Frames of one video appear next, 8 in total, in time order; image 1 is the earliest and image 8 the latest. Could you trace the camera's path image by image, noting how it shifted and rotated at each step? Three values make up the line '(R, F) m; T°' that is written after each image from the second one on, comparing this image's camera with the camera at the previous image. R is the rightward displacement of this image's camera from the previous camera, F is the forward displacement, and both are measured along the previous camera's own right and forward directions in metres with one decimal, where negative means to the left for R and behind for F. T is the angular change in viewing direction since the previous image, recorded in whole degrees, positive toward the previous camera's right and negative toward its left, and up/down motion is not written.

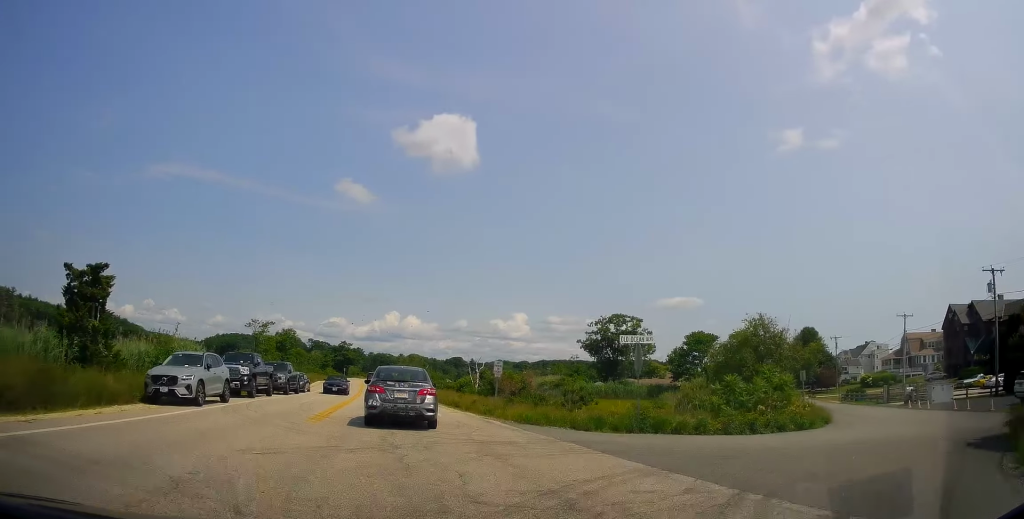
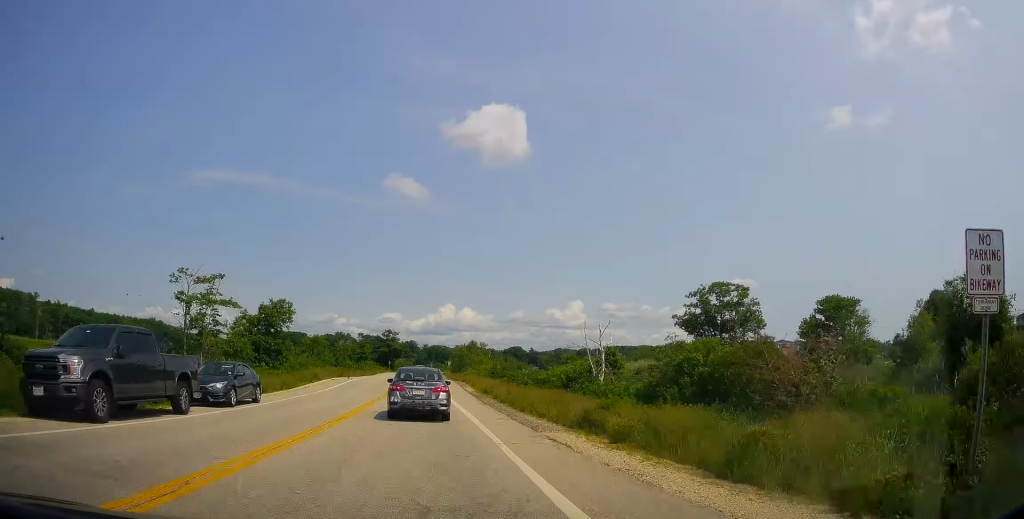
(-0.4, +23.6) m; -2°
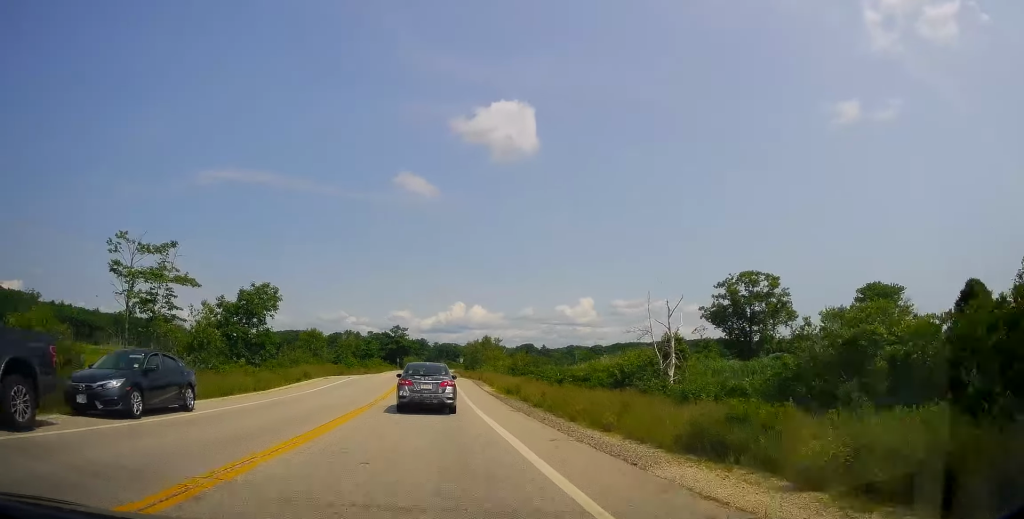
(0.0, +6.9) m; -1°
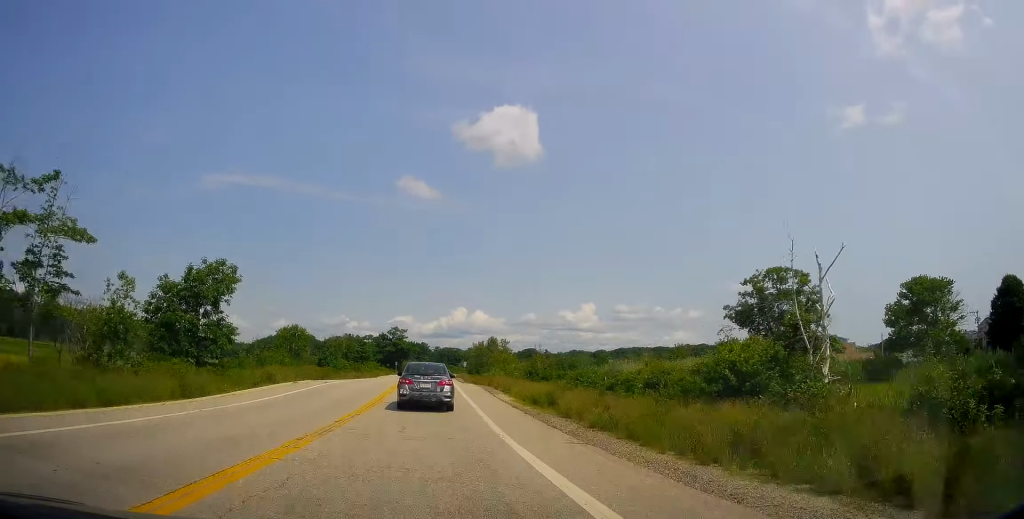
(-0.2, +8.6) m; -1°
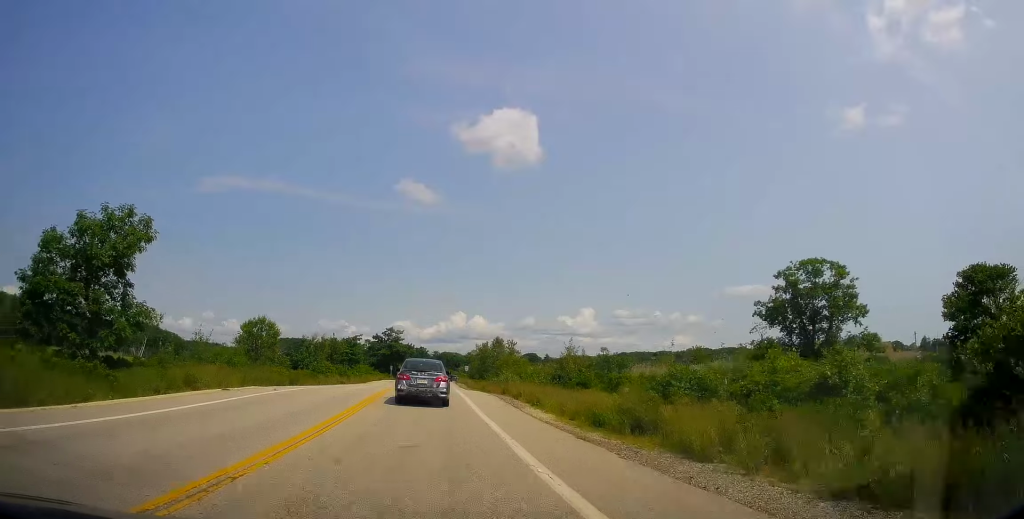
(0.0, +9.9) m; 0°
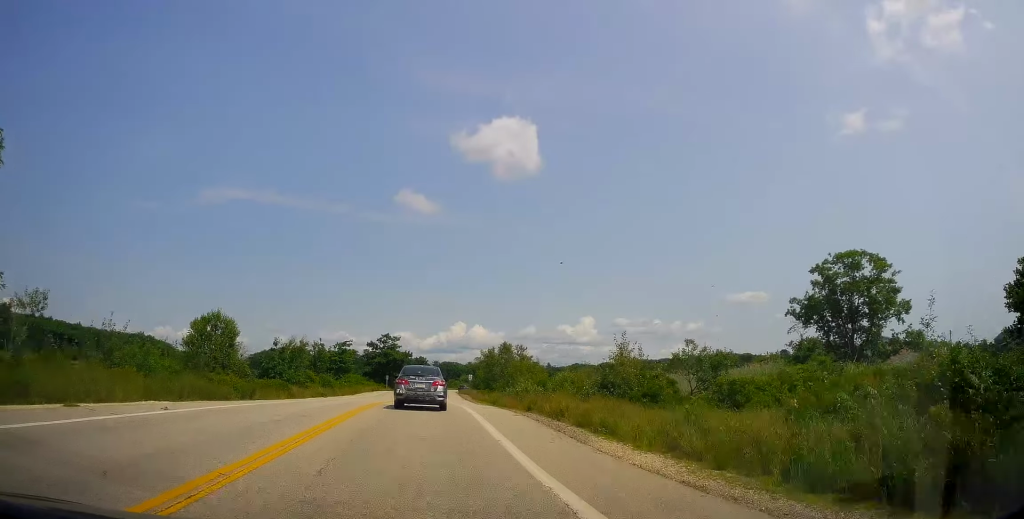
(0.0, +9.2) m; 0°
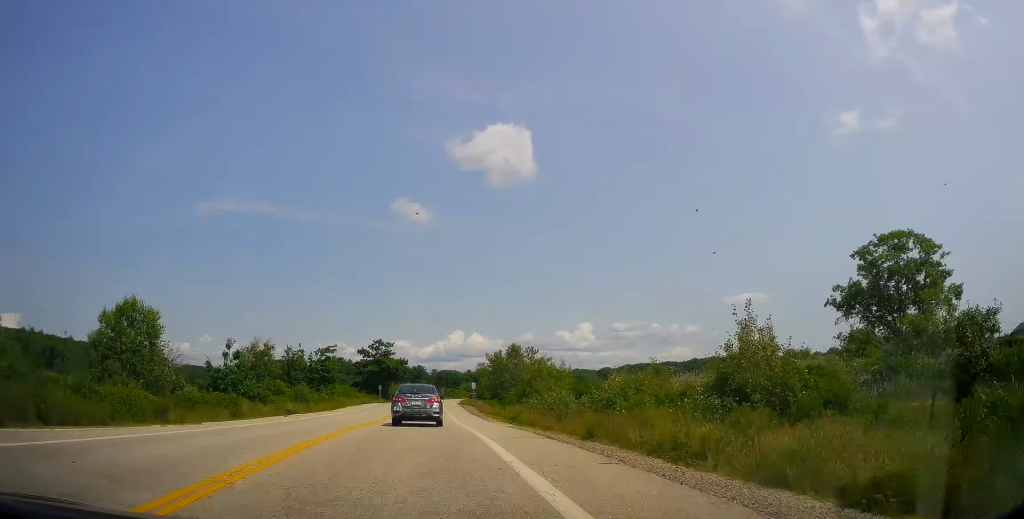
(0.0, +9.8) m; 0°
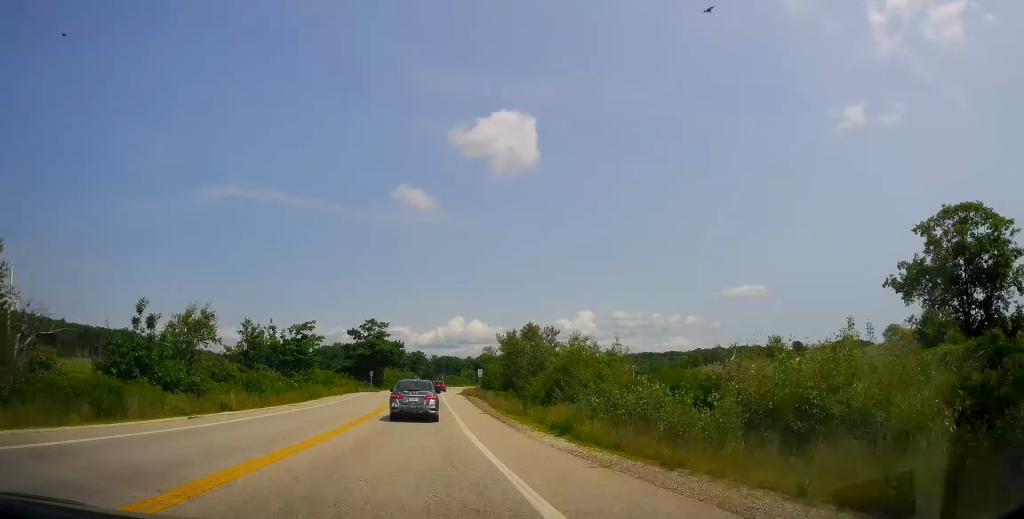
(0.0, +10.9) m; 0°
